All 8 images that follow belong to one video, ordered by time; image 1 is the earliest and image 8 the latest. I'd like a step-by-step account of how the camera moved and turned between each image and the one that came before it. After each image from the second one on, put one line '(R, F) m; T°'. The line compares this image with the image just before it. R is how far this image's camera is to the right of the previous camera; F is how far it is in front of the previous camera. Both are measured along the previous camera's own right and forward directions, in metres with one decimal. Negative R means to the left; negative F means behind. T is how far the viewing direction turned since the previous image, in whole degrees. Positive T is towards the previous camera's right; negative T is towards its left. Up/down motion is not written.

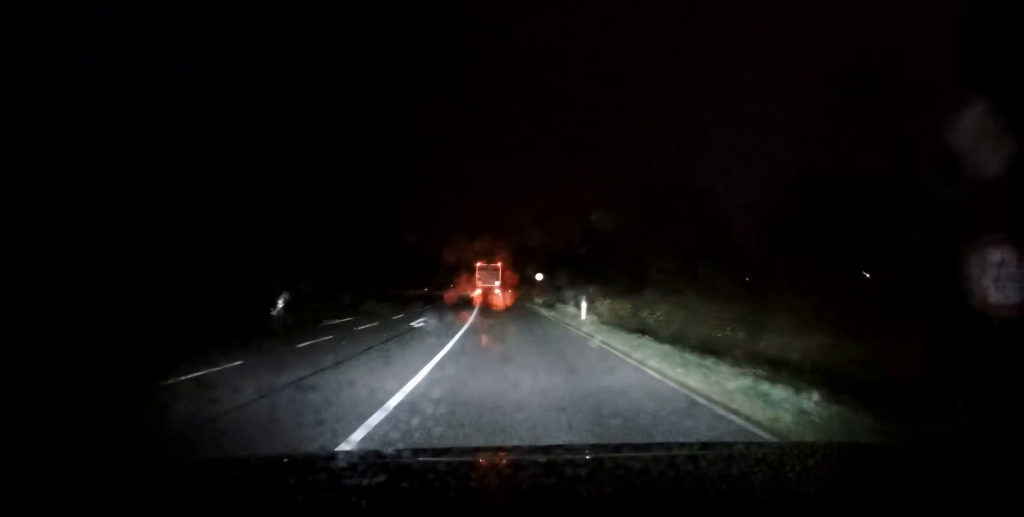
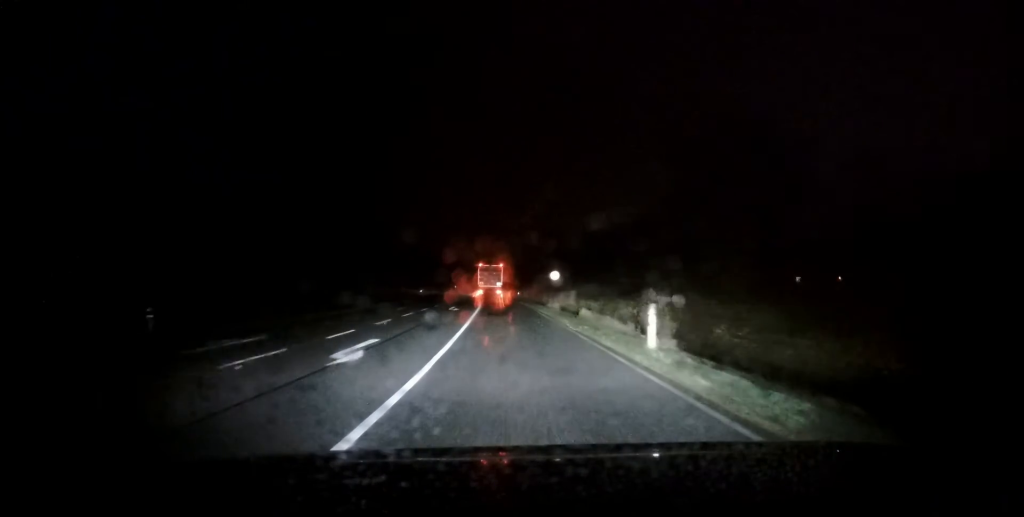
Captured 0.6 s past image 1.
(-0.1, +10.0) m; -1°
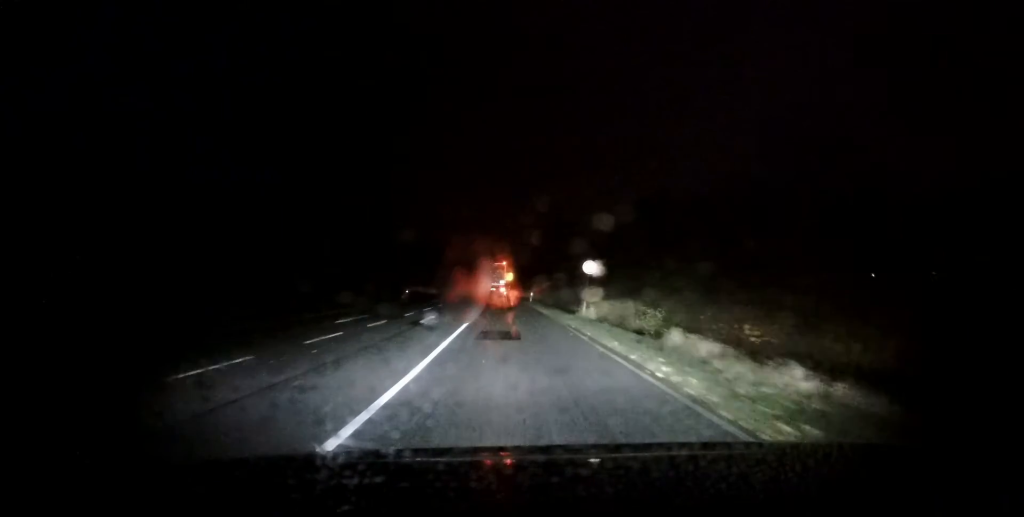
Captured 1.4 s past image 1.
(-0.2, +14.1) m; -2°
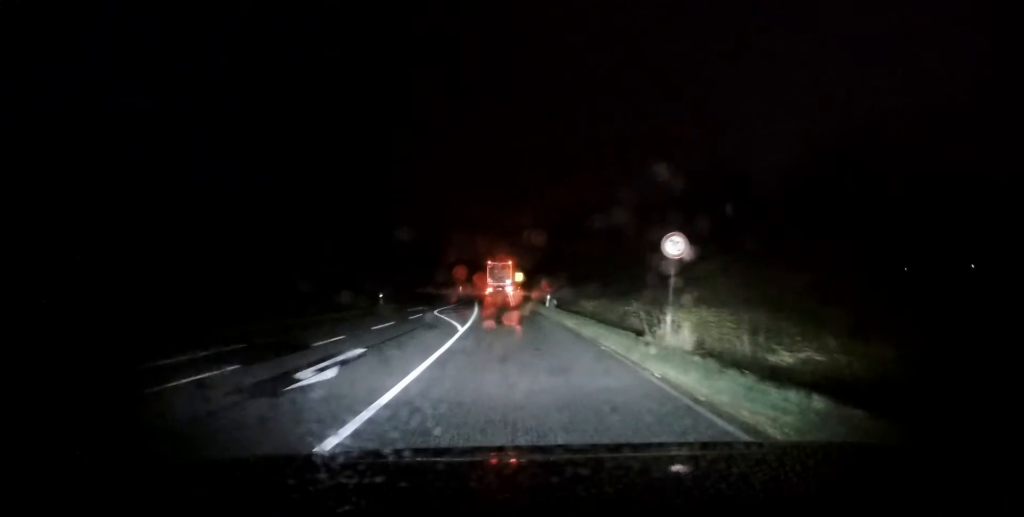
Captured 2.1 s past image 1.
(-0.2, +13.0) m; -1°
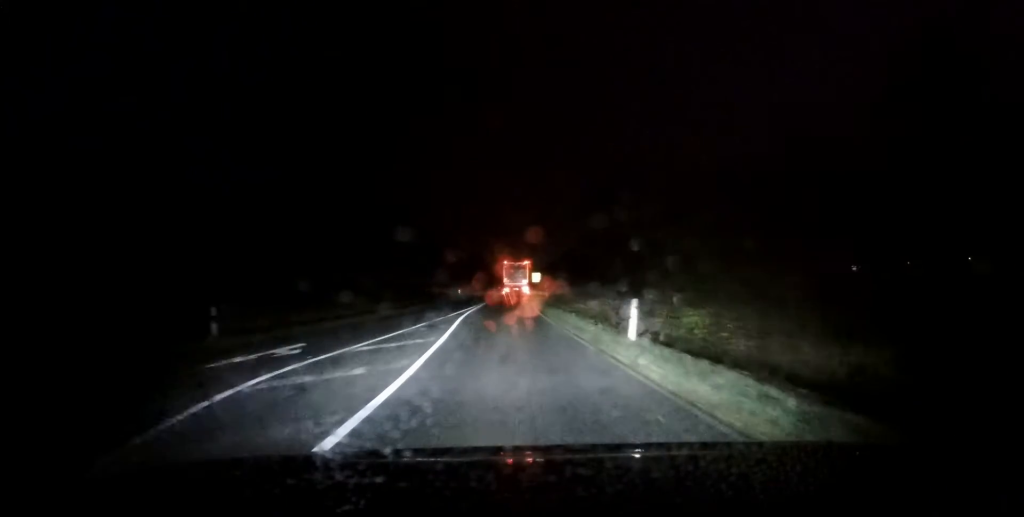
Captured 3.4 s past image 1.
(+0.1, +23.0) m; 0°
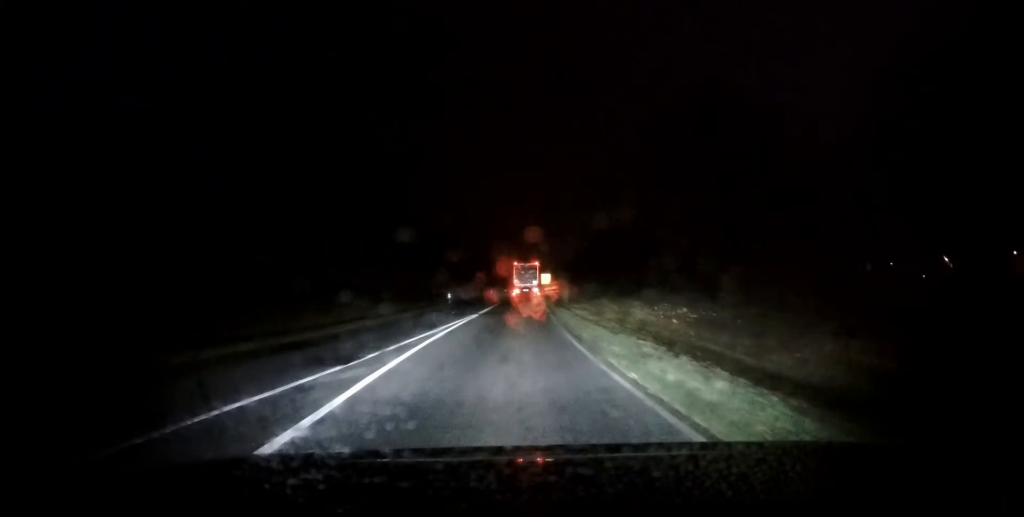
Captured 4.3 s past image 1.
(0.0, +15.4) m; -1°
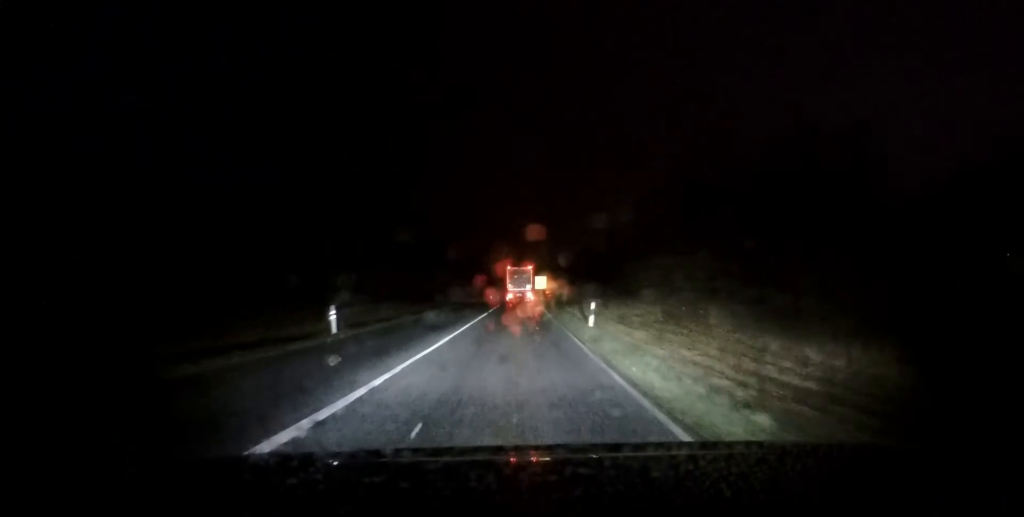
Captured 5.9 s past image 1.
(-0.1, +28.8) m; +1°
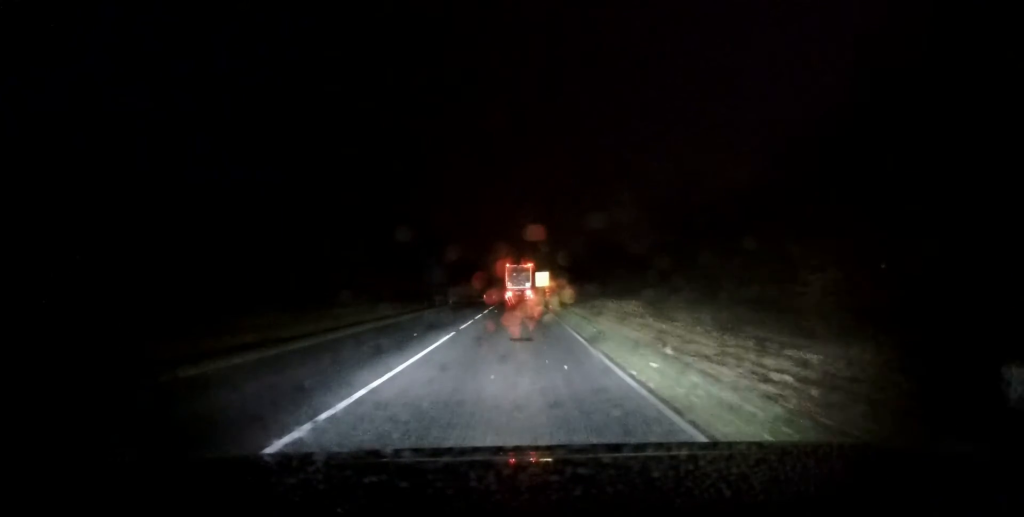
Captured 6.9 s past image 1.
(0.0, +17.0) m; 0°
